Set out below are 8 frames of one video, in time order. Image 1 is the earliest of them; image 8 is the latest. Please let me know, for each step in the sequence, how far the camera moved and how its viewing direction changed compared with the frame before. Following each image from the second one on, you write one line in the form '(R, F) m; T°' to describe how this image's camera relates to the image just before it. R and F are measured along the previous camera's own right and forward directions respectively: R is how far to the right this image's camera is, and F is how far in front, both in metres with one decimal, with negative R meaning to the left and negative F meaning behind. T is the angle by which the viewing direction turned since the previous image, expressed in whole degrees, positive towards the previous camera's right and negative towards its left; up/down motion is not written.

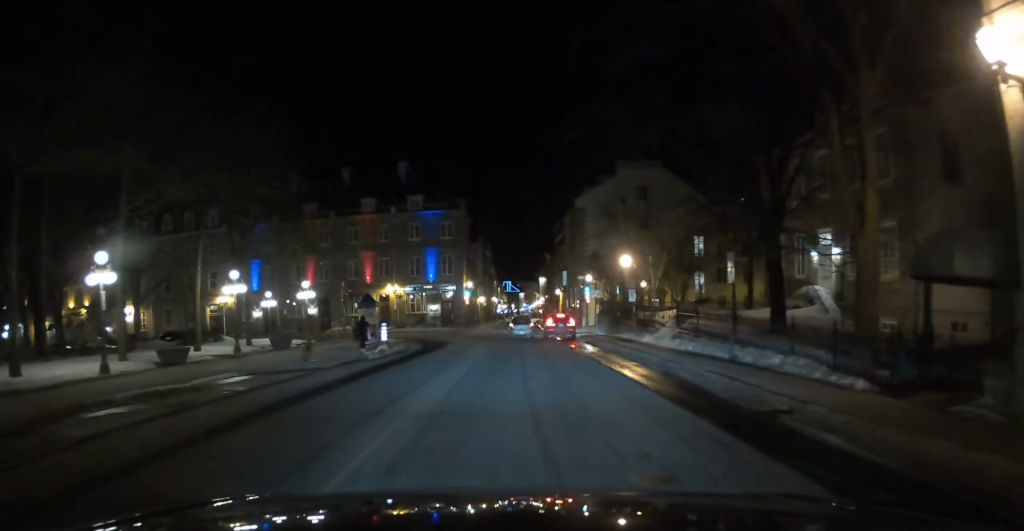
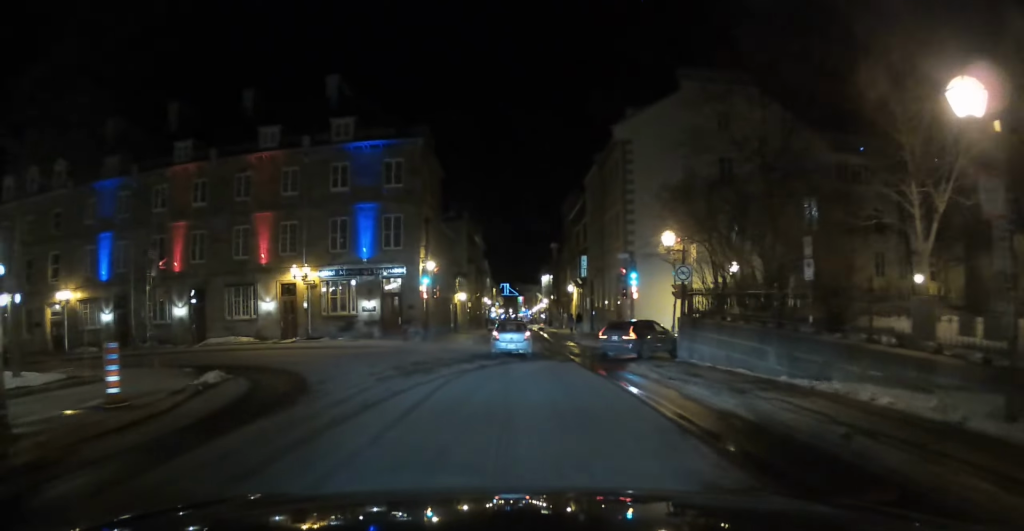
(+0.4, +30.3) m; +1°
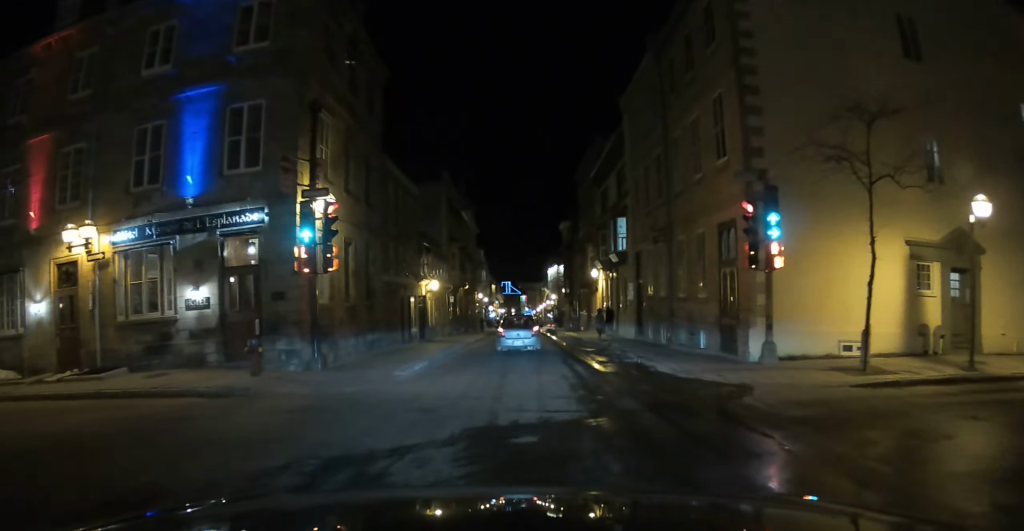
(-0.1, +22.3) m; 0°
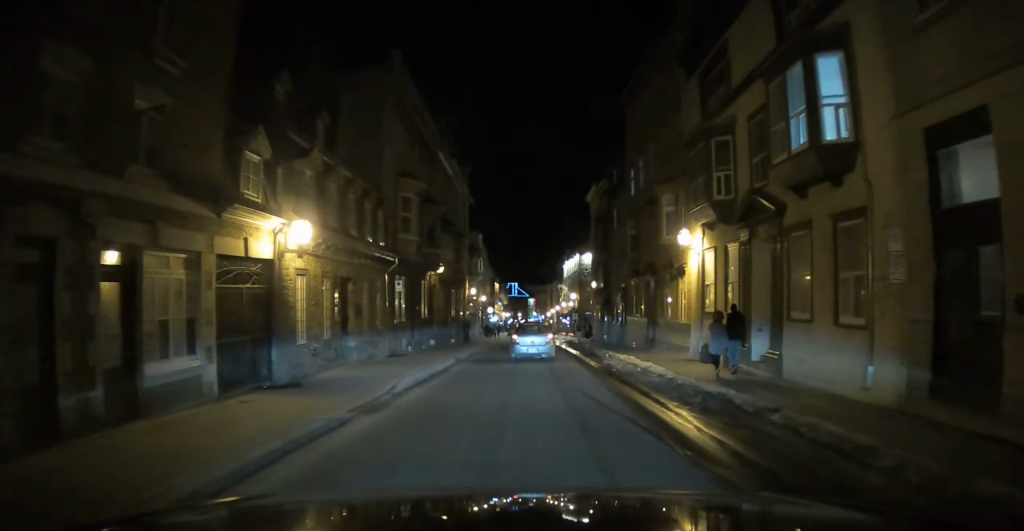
(+0.3, +25.4) m; +1°
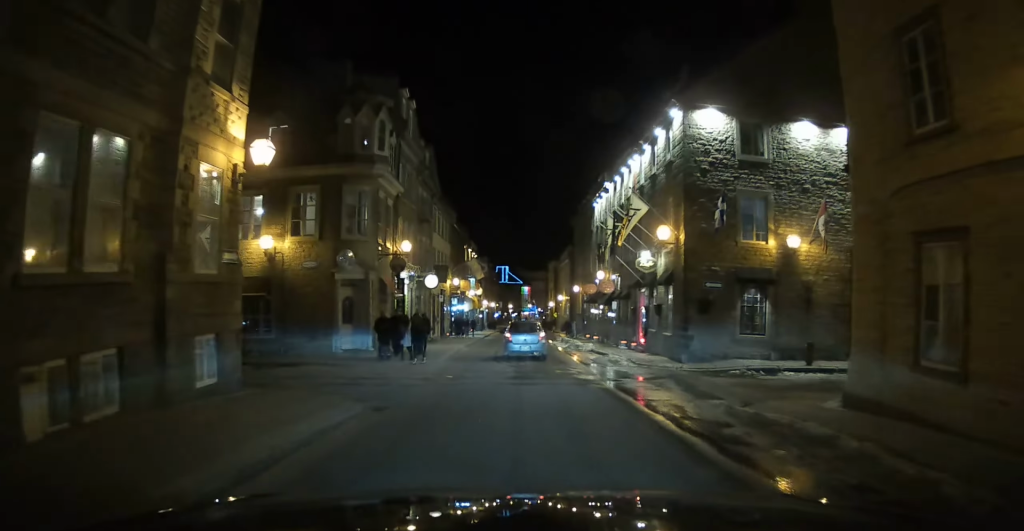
(-1.2, +48.9) m; -5°
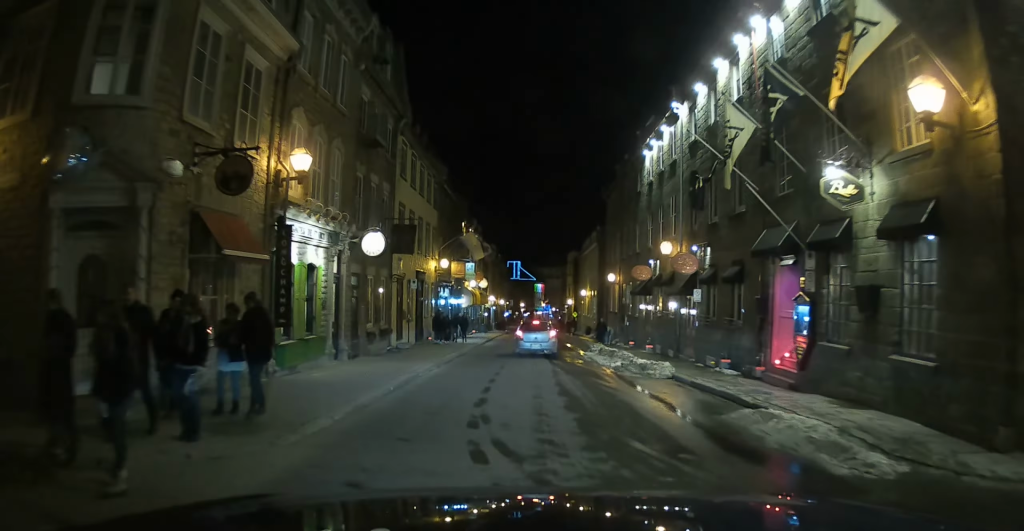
(-0.4, +16.1) m; 0°
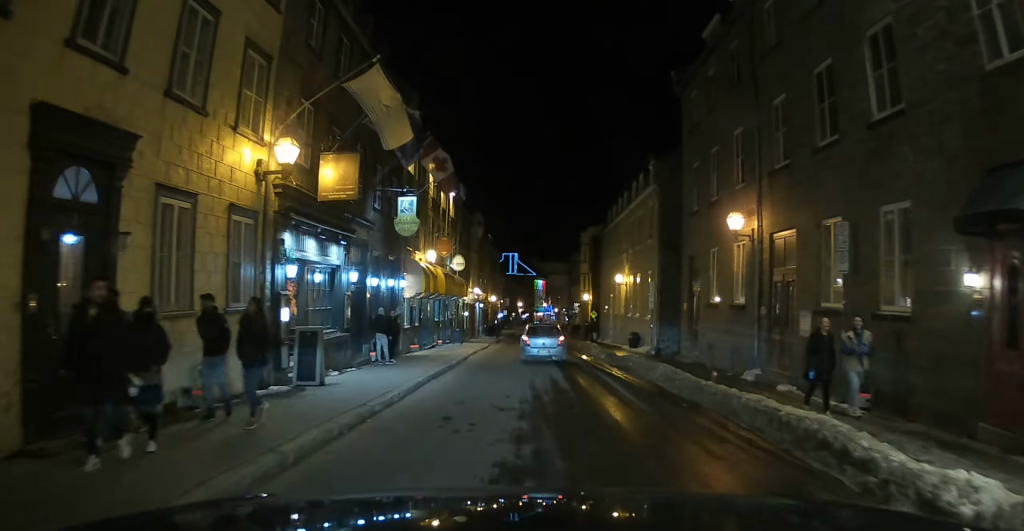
(+0.5, +25.9) m; +2°
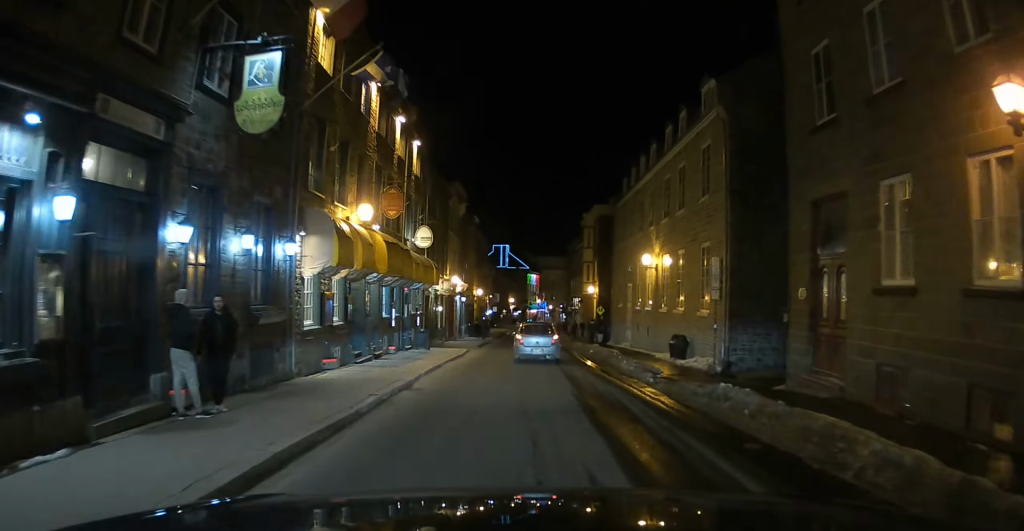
(+0.4, +12.3) m; 0°
